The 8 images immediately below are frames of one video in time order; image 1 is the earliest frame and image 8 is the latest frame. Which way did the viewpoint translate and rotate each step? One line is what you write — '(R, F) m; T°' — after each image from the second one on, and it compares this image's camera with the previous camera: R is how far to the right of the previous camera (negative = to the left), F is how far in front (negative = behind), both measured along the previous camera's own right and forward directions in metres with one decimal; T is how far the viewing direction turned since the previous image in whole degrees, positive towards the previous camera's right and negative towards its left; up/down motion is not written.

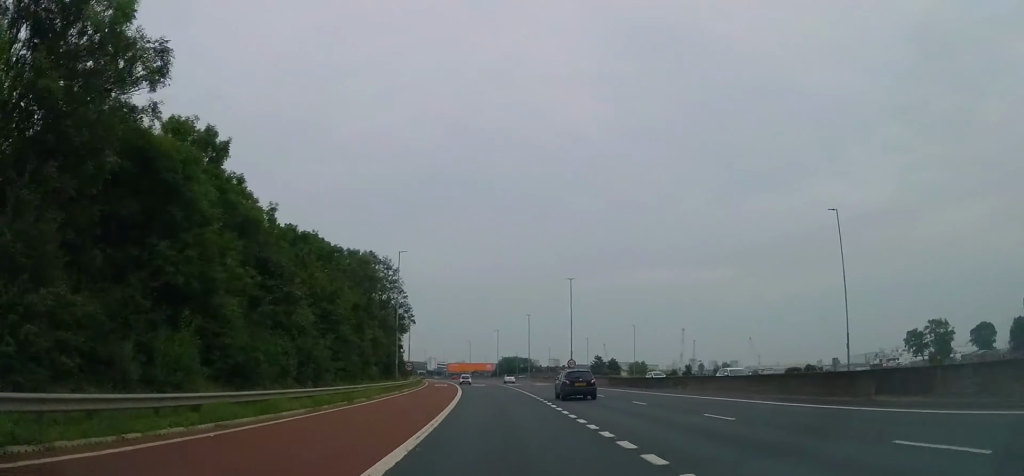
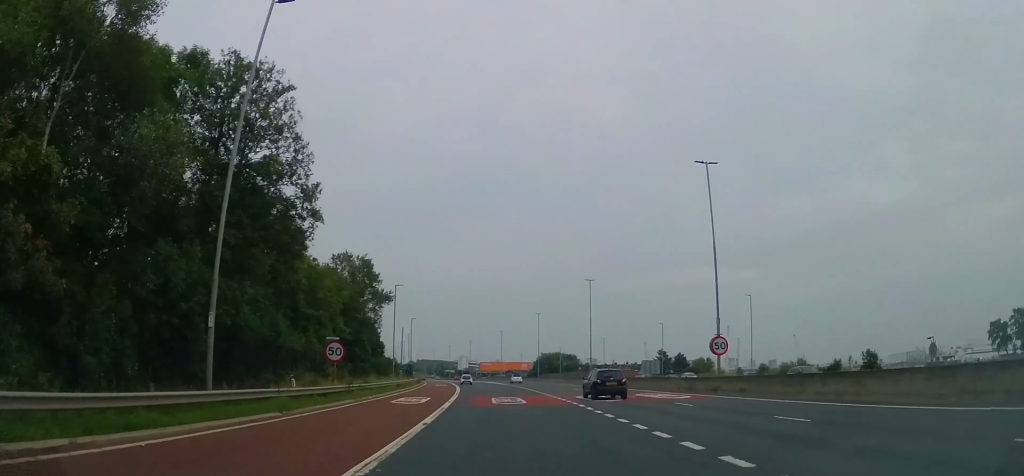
(-1.6, +46.4) m; -3°
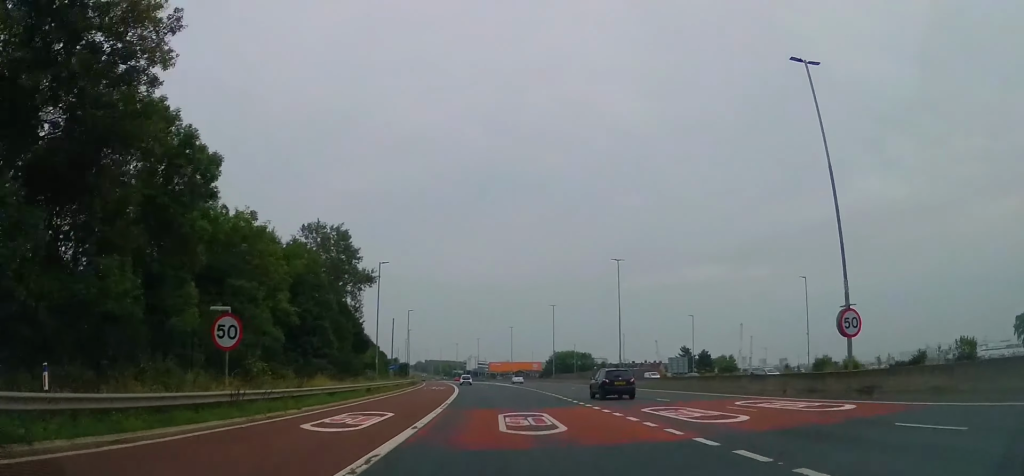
(+0.4, +13.9) m; -1°
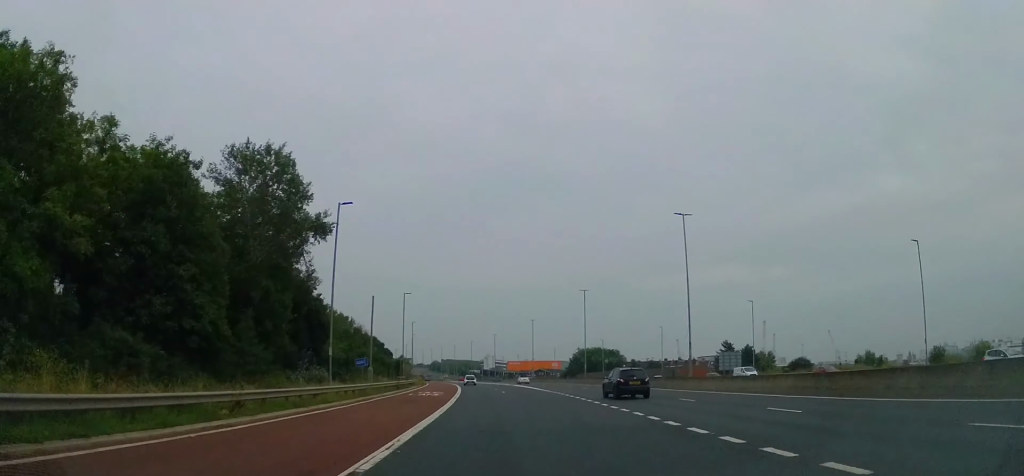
(-0.6, +19.4) m; -3°
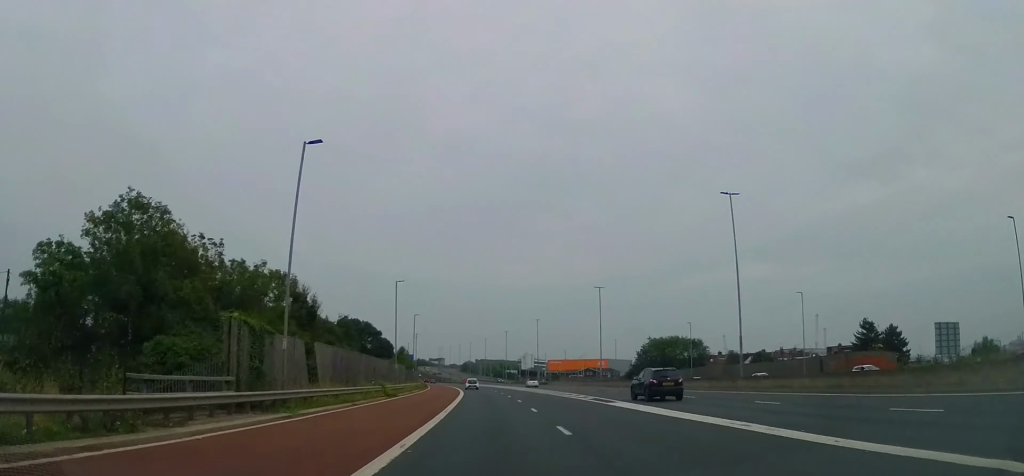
(-1.9, +48.7) m; -2°
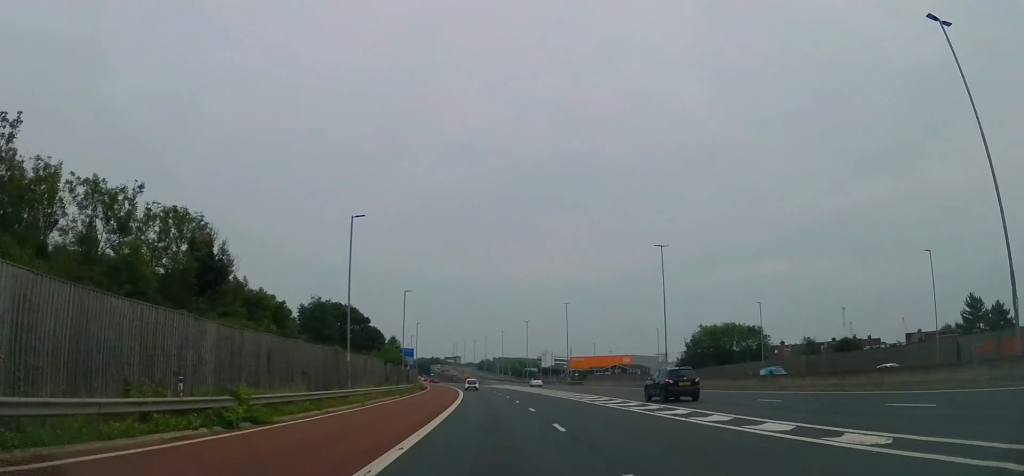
(+0.2, +25.5) m; -1°
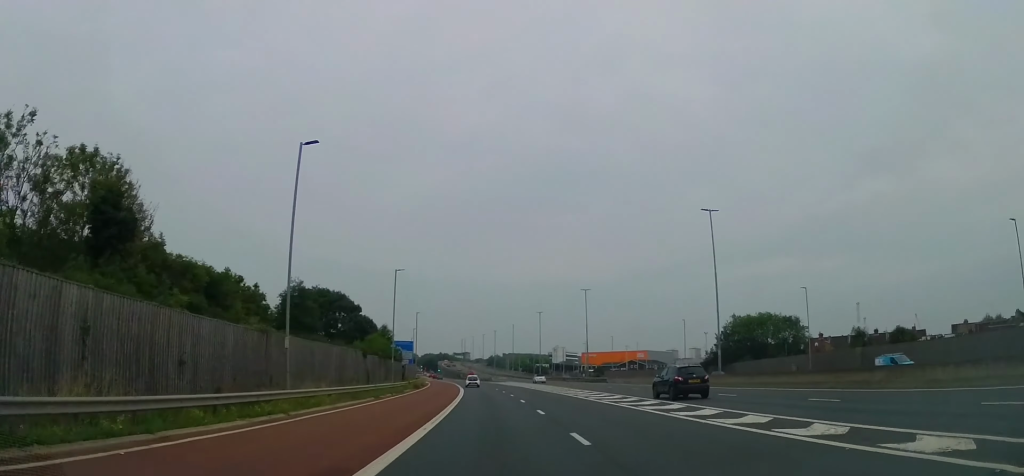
(0.0, +12.3) m; -1°
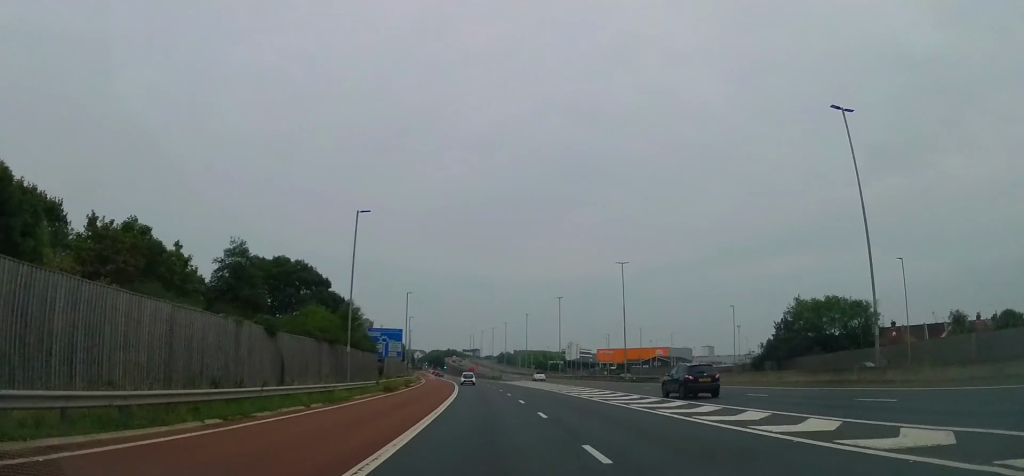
(-0.7, +20.6) m; -3°
